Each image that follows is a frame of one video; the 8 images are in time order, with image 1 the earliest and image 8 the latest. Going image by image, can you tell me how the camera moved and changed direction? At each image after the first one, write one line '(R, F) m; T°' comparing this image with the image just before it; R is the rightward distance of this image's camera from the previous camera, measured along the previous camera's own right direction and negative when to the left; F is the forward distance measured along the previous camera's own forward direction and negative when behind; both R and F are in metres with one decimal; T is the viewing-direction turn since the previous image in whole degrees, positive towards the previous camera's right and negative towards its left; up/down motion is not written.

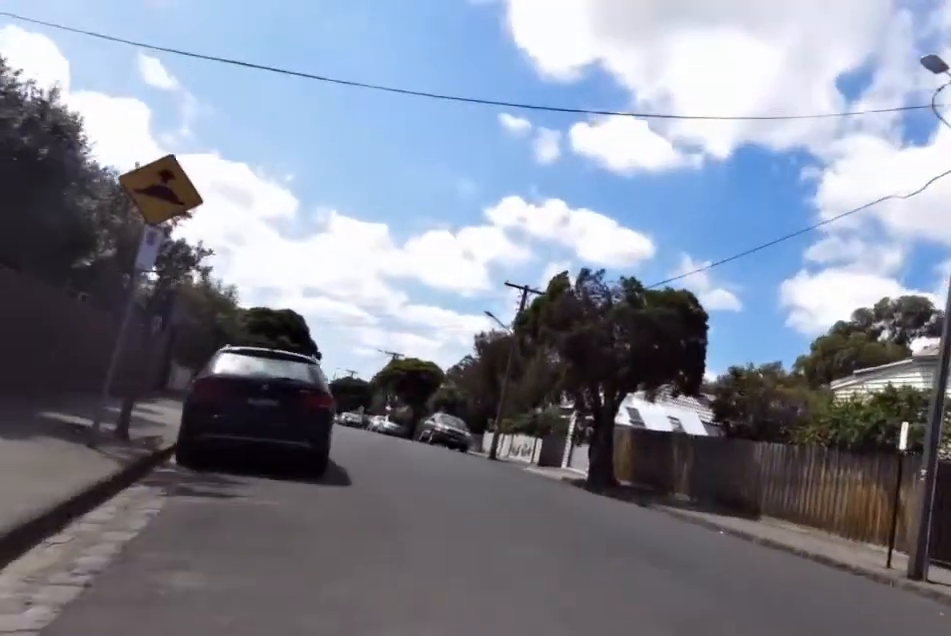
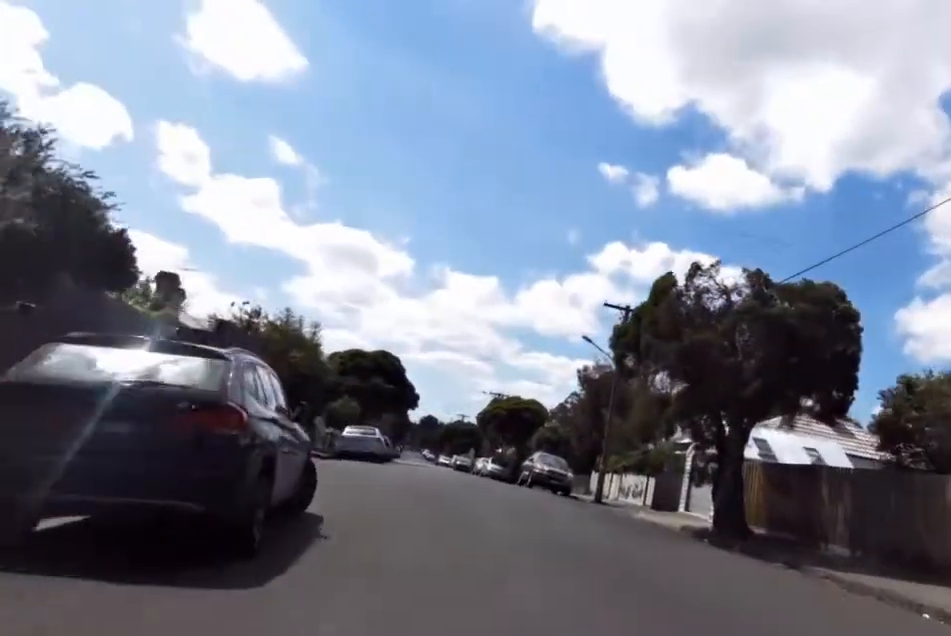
(-1.3, +5.1) m; -21°
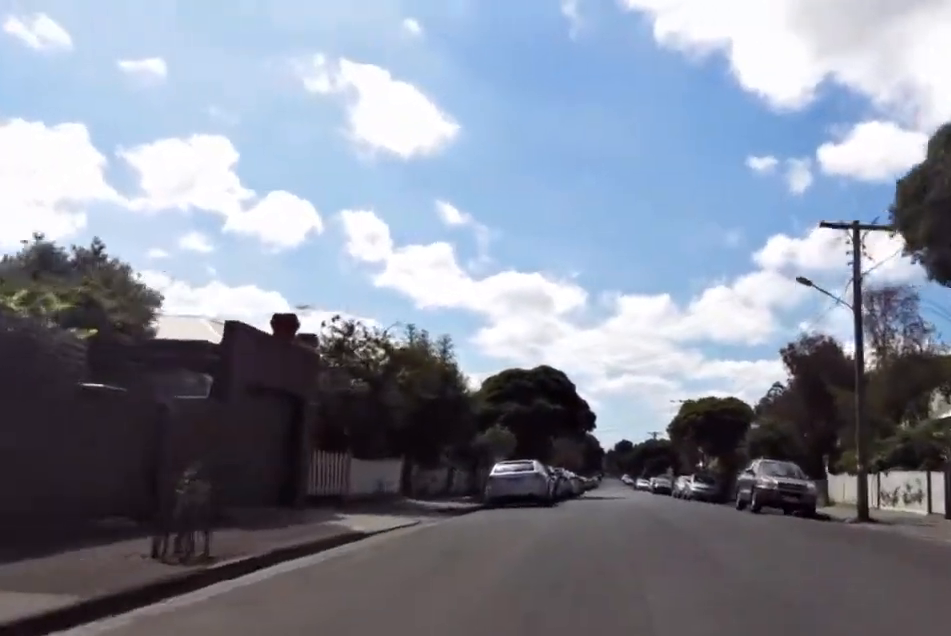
(-1.3, +10.4) m; -5°
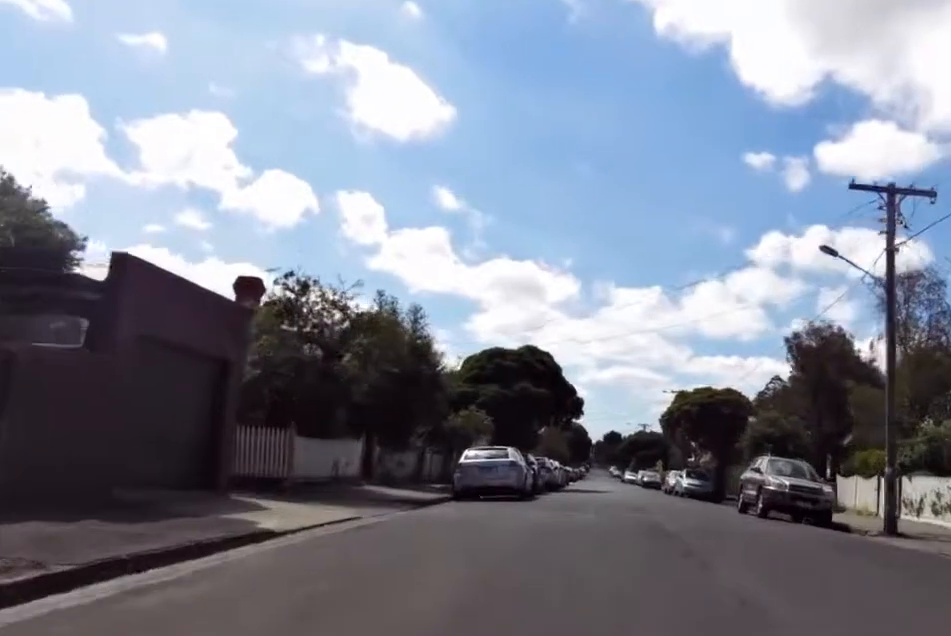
(+0.3, +3.1) m; 0°
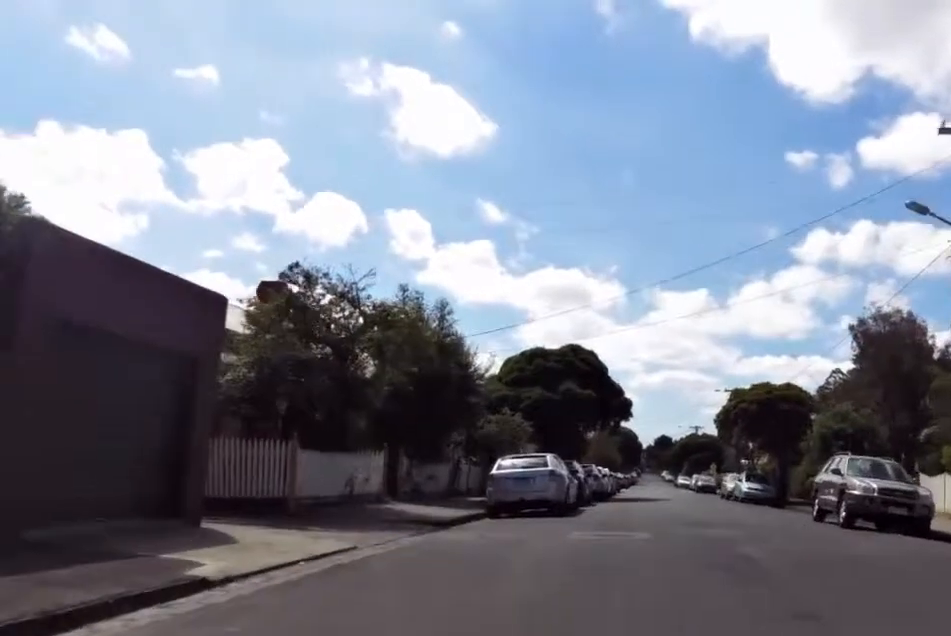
(-0.1, +2.9) m; -2°
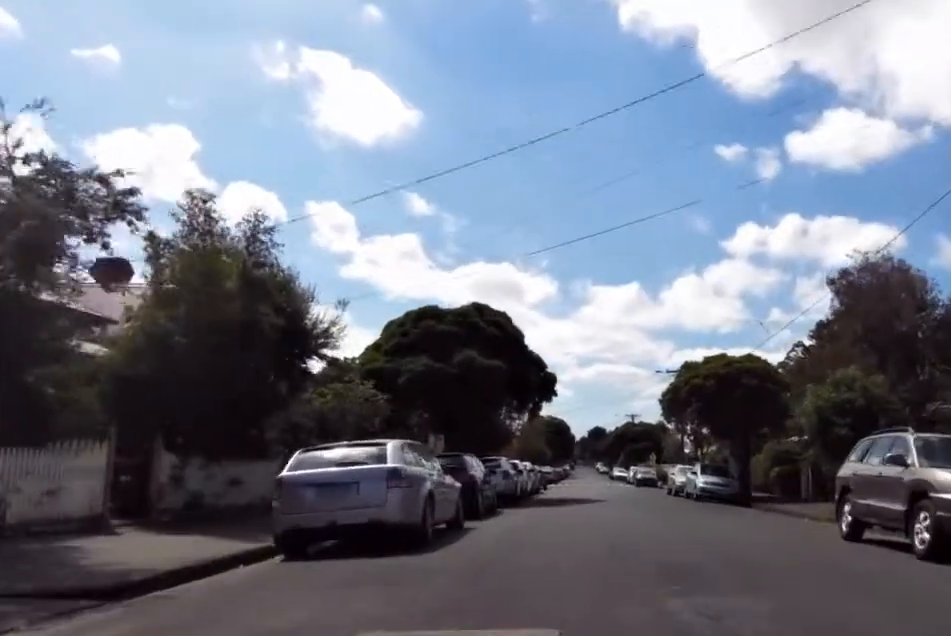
(-0.7, +7.9) m; -6°
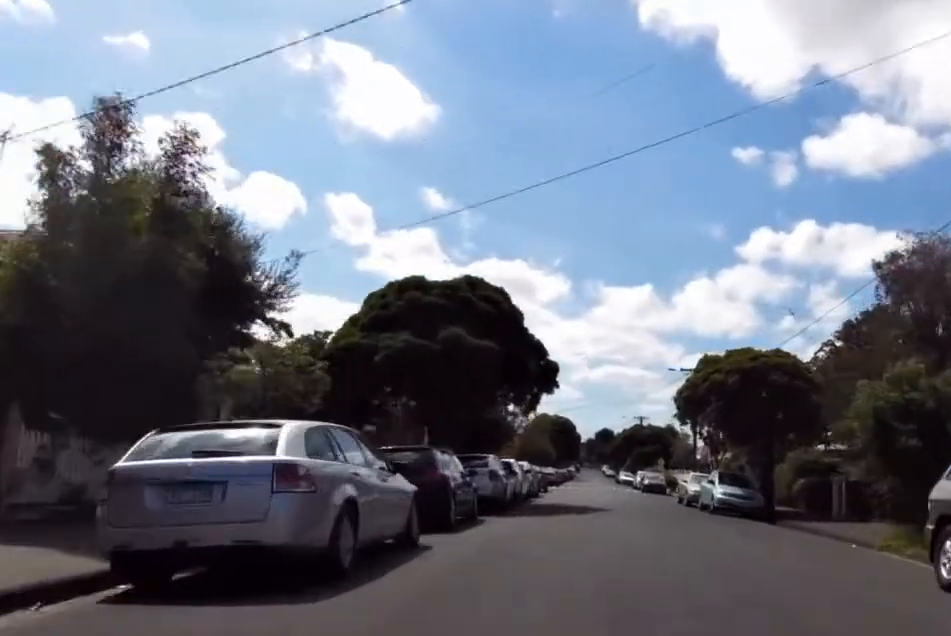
(-0.1, +3.5) m; -1°
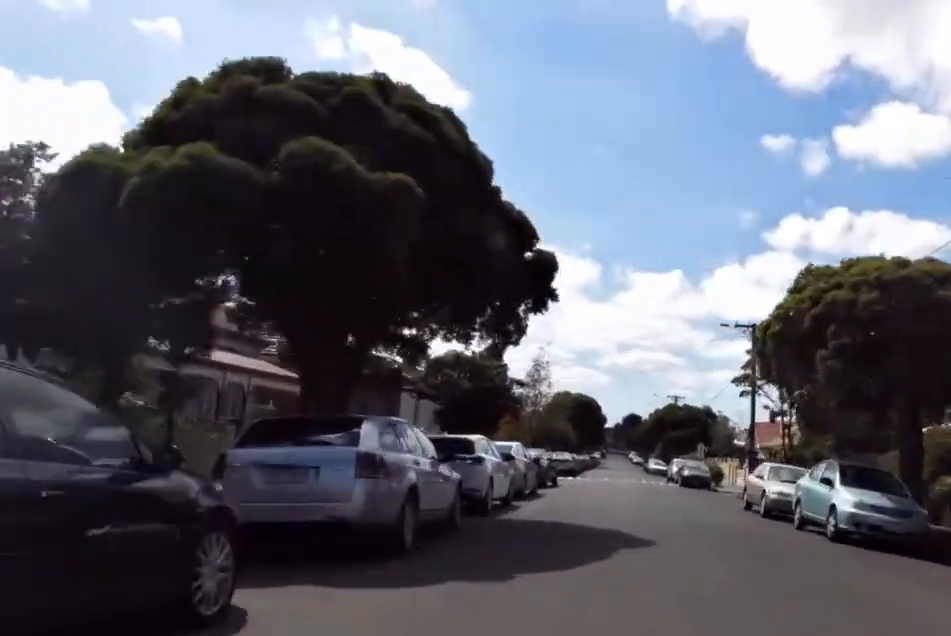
(+0.7, +11.5) m; +11°
